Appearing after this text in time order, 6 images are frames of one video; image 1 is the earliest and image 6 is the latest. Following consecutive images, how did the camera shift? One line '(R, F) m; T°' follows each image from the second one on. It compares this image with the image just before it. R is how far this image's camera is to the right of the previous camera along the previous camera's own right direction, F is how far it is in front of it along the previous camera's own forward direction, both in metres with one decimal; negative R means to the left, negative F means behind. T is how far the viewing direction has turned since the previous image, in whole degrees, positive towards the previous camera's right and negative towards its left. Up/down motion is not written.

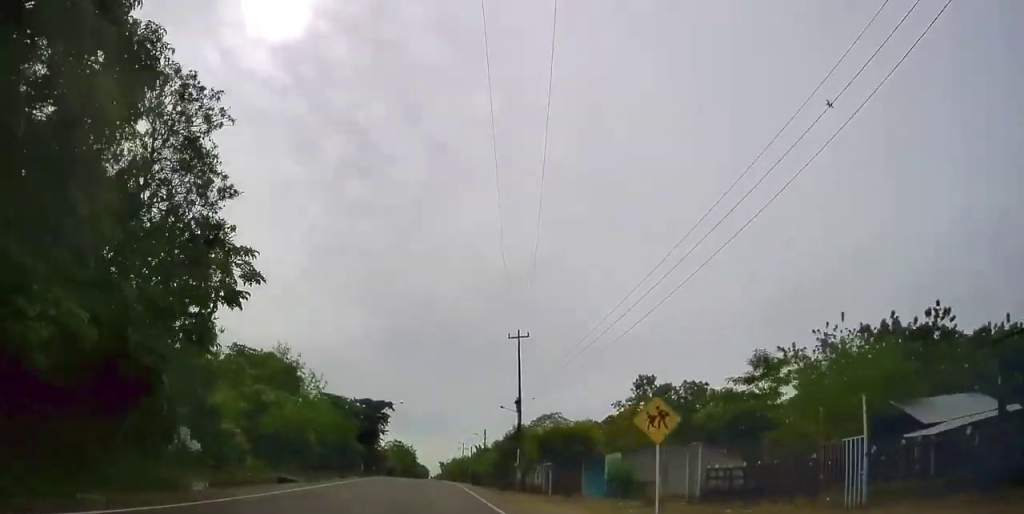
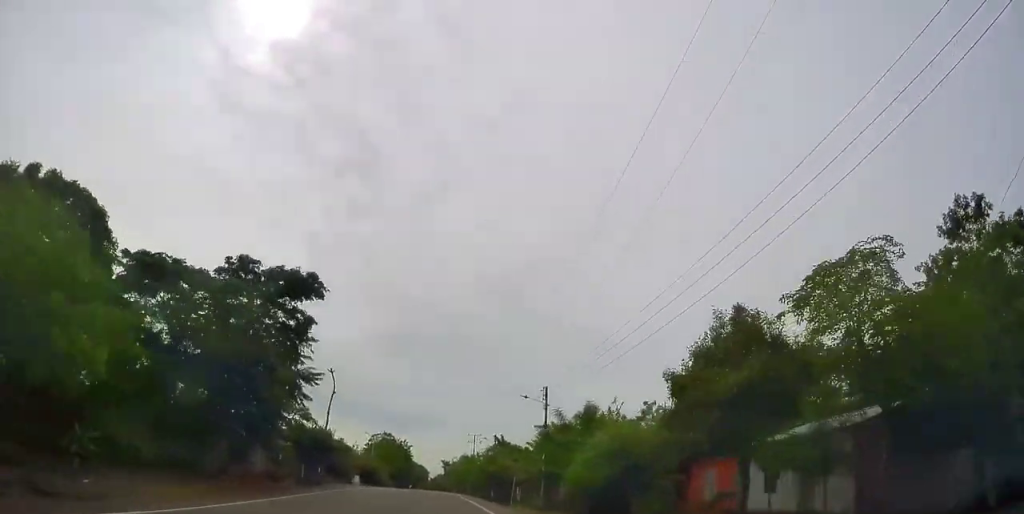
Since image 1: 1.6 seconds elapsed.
(-0.2, +38.5) m; 0°
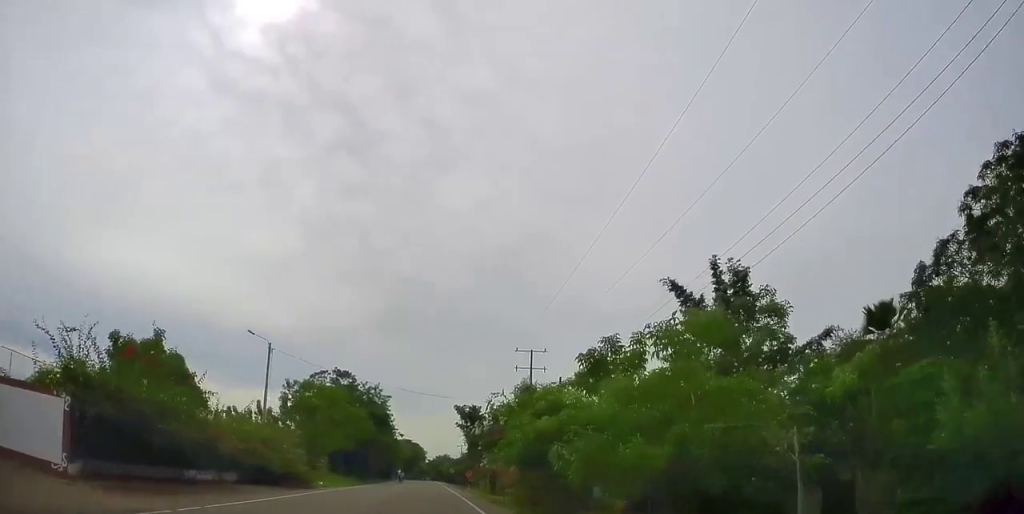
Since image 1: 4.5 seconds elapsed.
(+0.1, +62.2) m; -1°
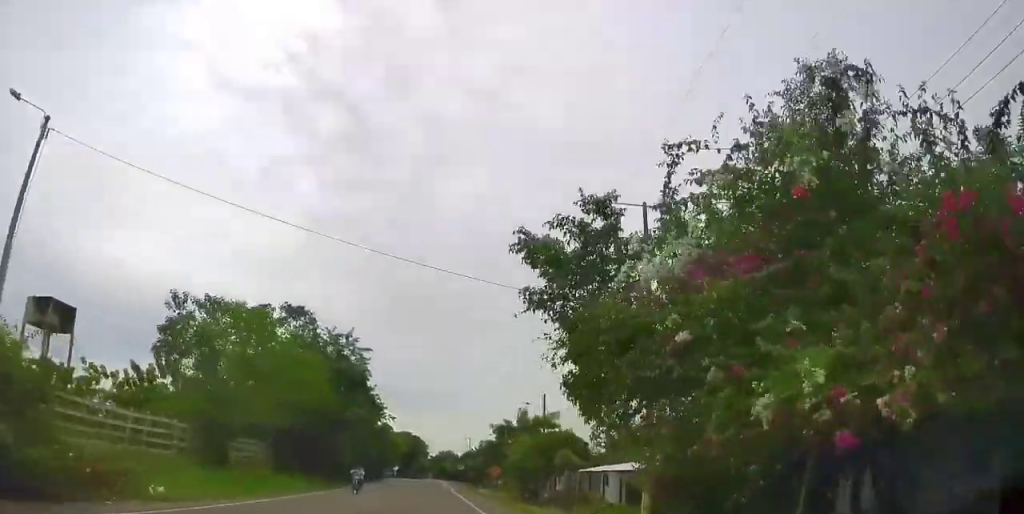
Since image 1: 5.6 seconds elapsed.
(-0.1, +23.6) m; 0°
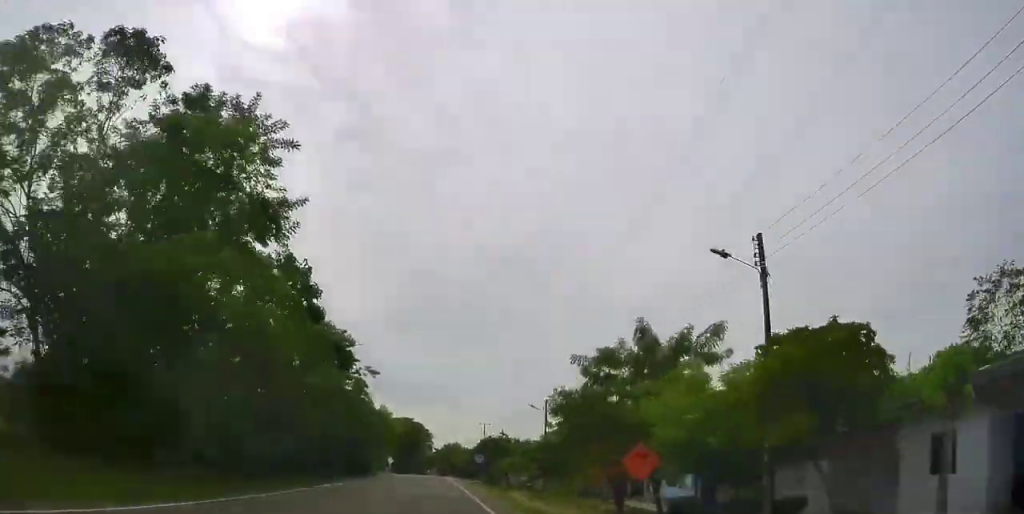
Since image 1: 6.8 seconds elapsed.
(0.0, +25.8) m; 0°
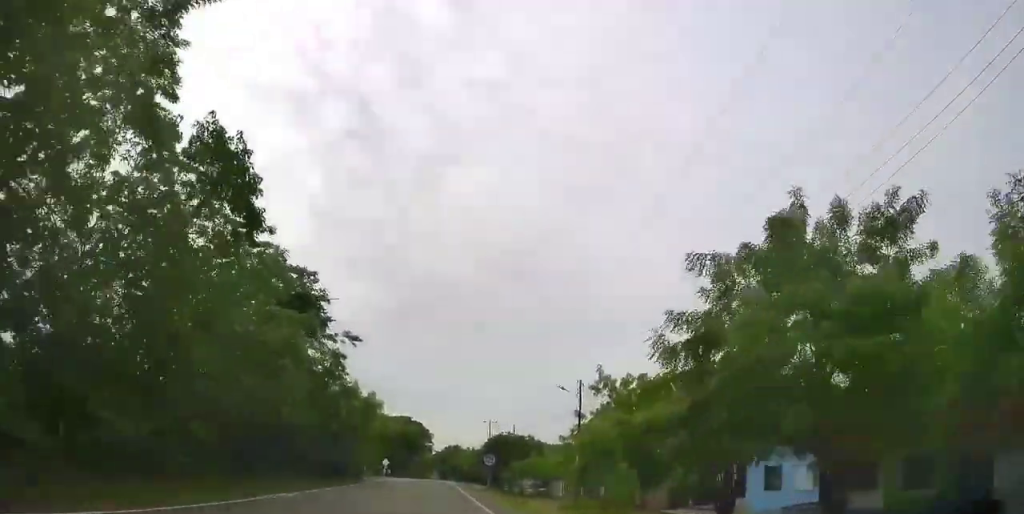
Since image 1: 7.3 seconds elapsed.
(-0.1, +9.9) m; 0°
